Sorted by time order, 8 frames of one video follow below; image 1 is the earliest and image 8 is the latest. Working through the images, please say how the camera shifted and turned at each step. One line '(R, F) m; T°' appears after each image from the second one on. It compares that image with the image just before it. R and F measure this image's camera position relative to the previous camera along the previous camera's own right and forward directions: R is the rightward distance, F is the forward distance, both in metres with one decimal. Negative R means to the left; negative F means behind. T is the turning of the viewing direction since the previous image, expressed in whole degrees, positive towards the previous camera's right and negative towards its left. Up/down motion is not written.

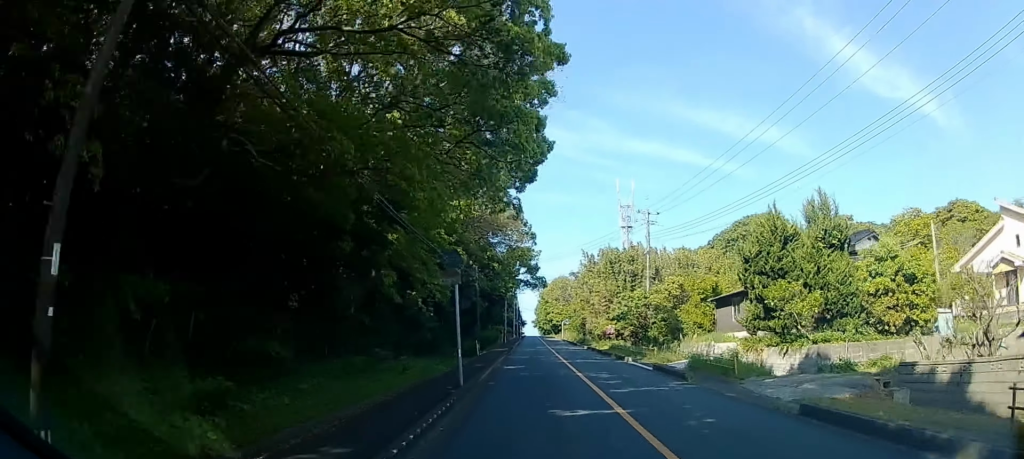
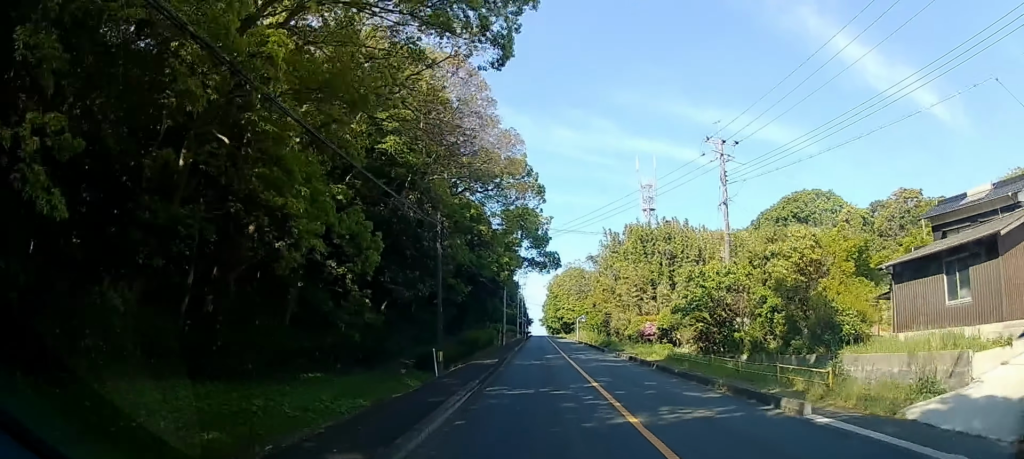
(-0.4, +19.4) m; 0°
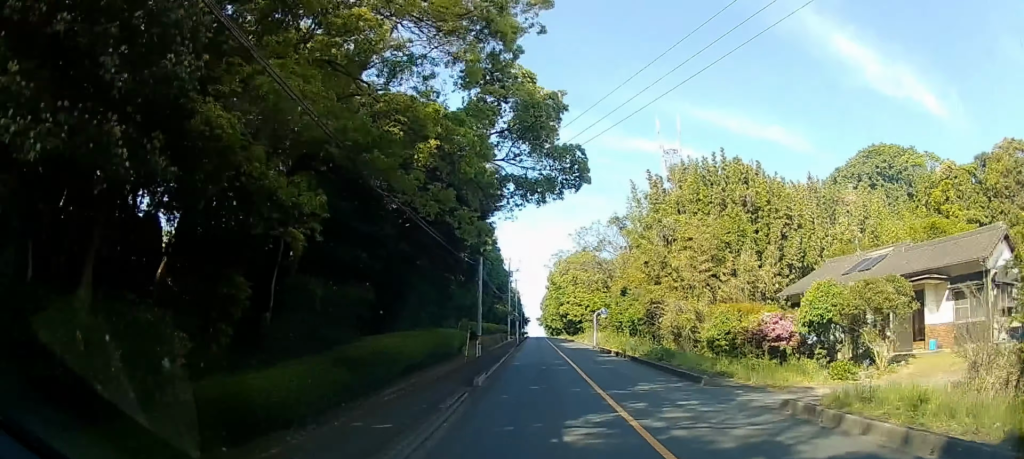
(+1.2, +28.2) m; +3°
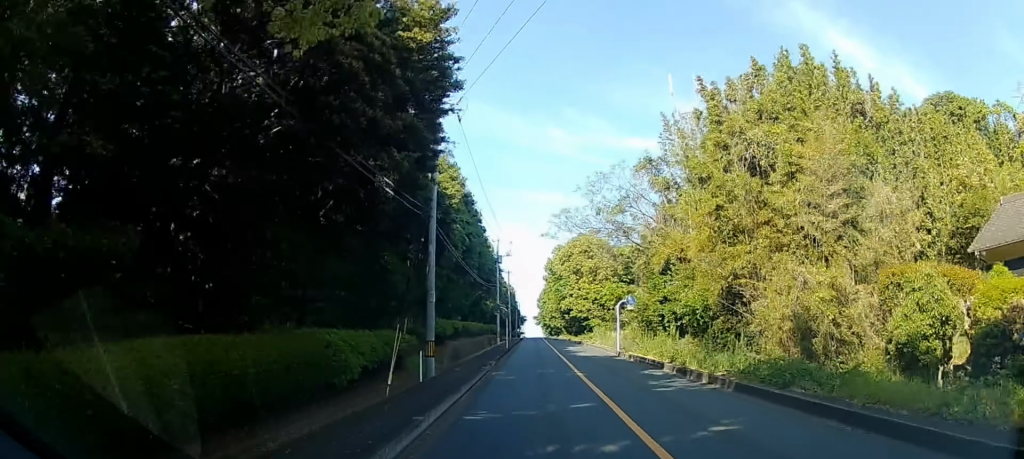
(-0.1, +17.0) m; 0°
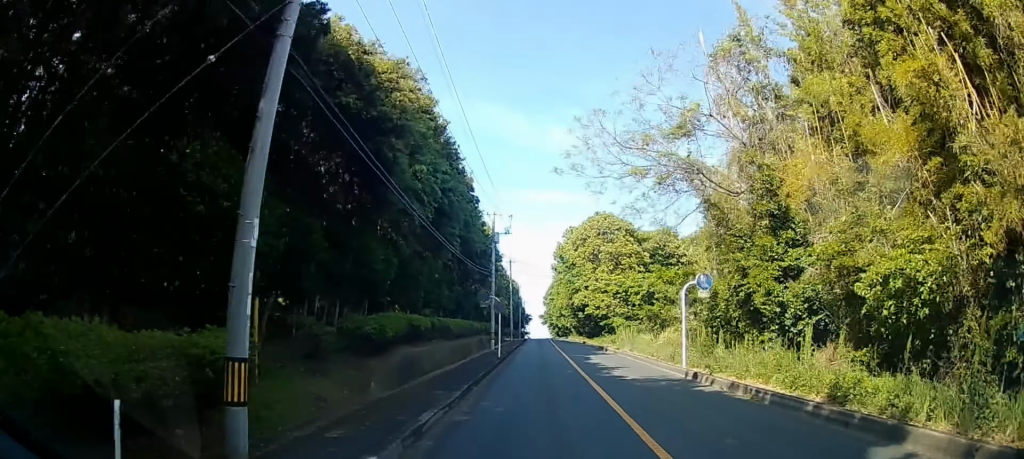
(0.0, +15.2) m; +2°
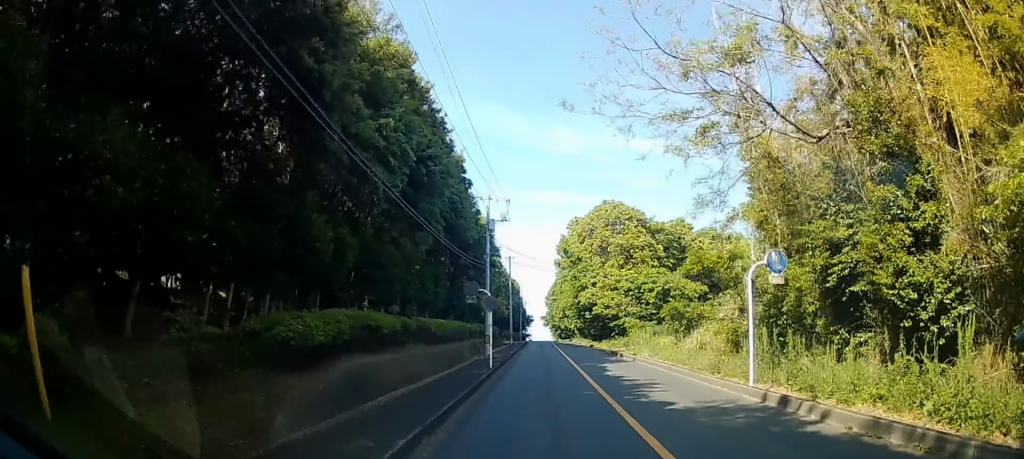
(0.0, +6.4) m; +1°
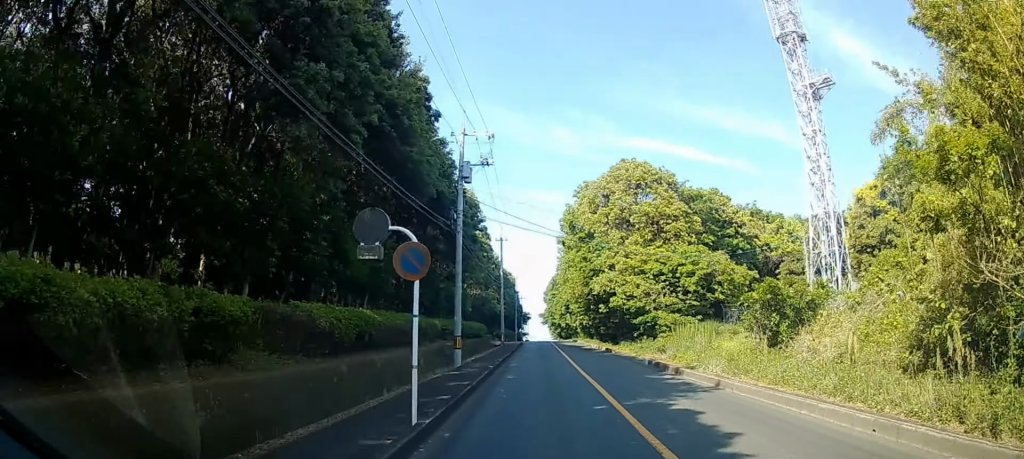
(+0.4, +13.2) m; 0°
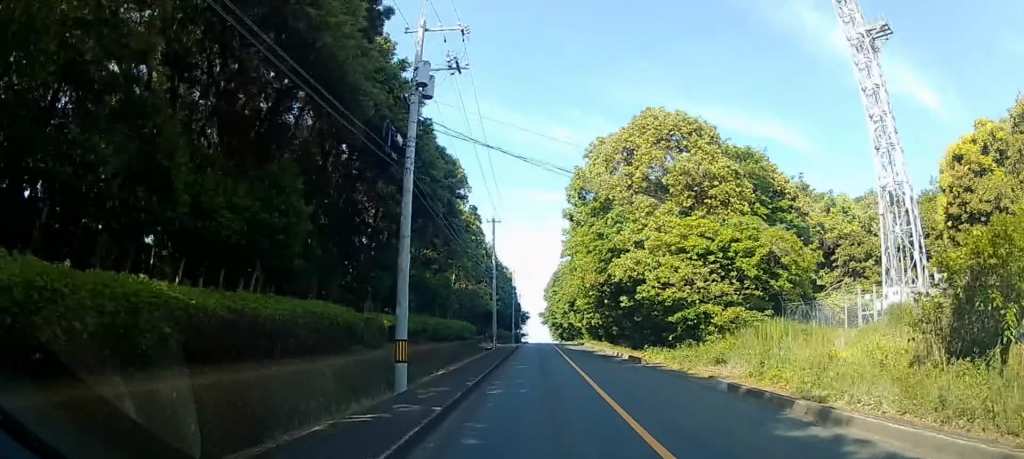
(-0.2, +10.7) m; -3°
